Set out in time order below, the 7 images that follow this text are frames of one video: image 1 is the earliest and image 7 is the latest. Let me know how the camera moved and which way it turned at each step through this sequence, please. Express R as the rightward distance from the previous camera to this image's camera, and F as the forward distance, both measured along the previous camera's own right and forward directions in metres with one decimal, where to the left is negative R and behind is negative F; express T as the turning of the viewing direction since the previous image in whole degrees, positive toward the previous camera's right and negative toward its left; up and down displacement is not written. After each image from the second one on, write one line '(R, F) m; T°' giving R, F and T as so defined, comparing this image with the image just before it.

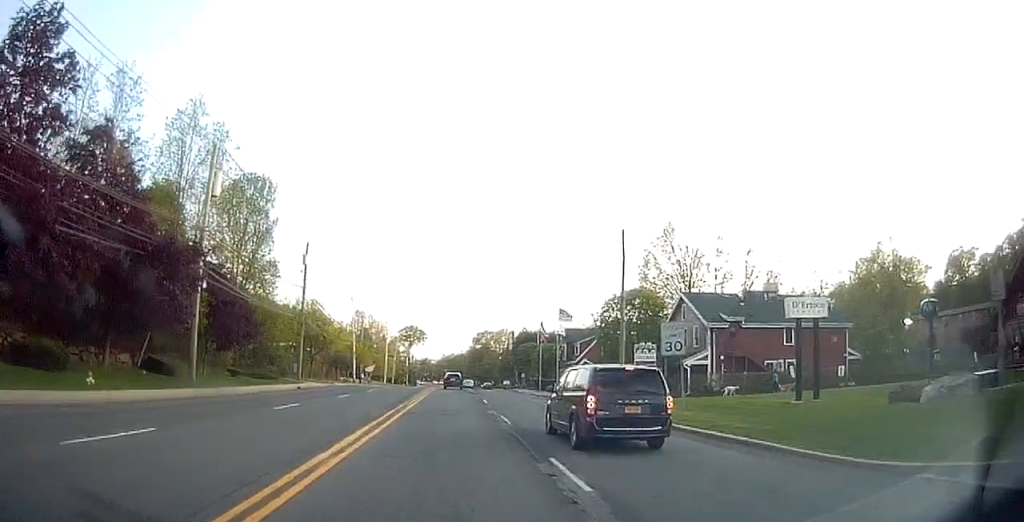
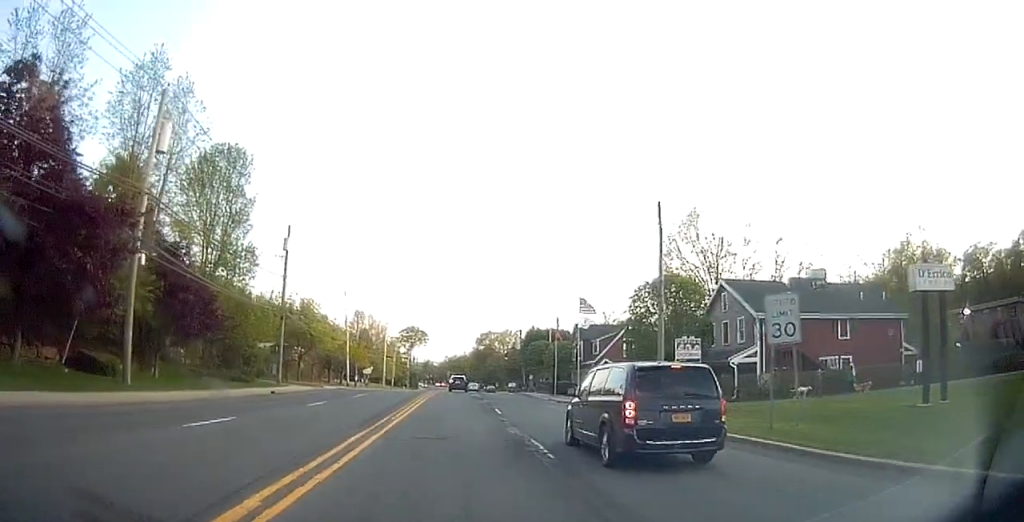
(0.0, +7.6) m; 0°
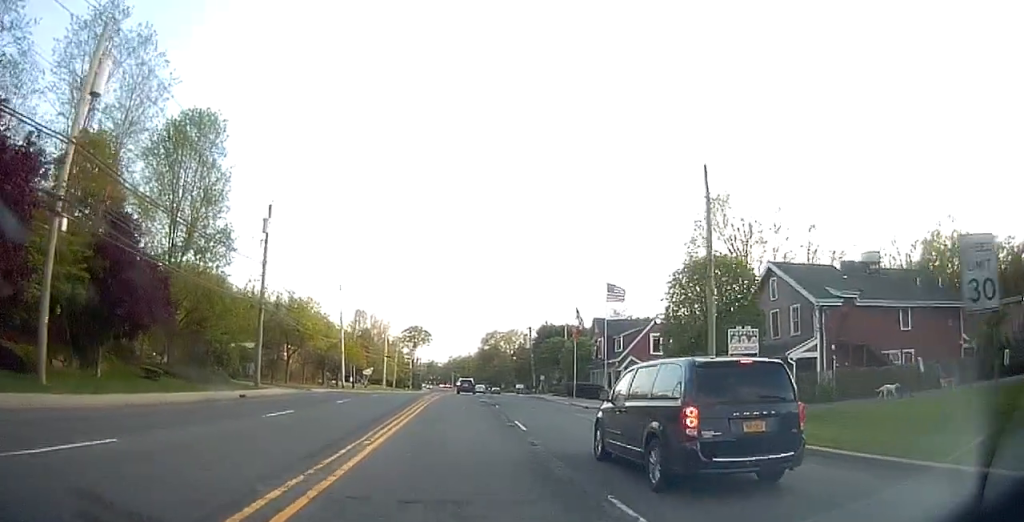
(0.0, +6.7) m; +1°
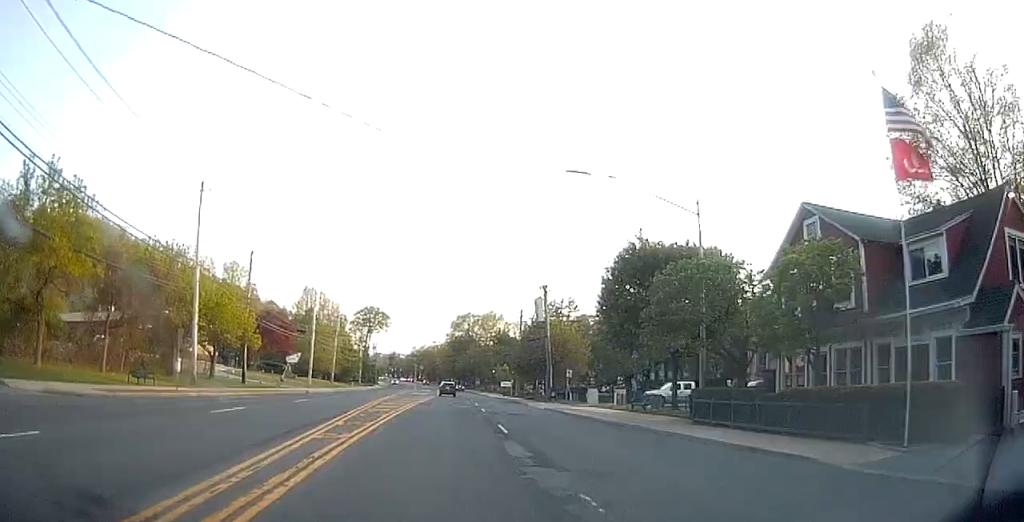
(+0.5, +38.7) m; +1°
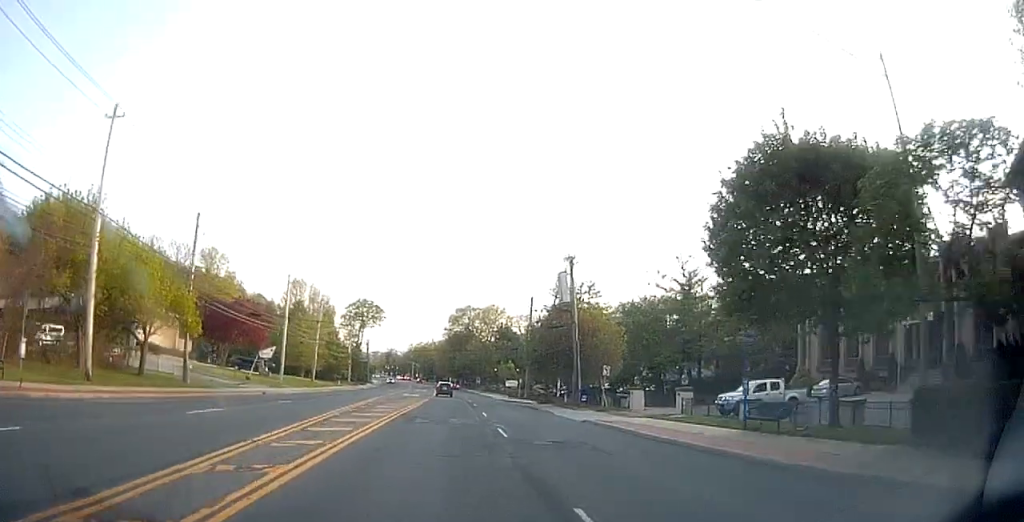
(+0.2, +12.8) m; +1°
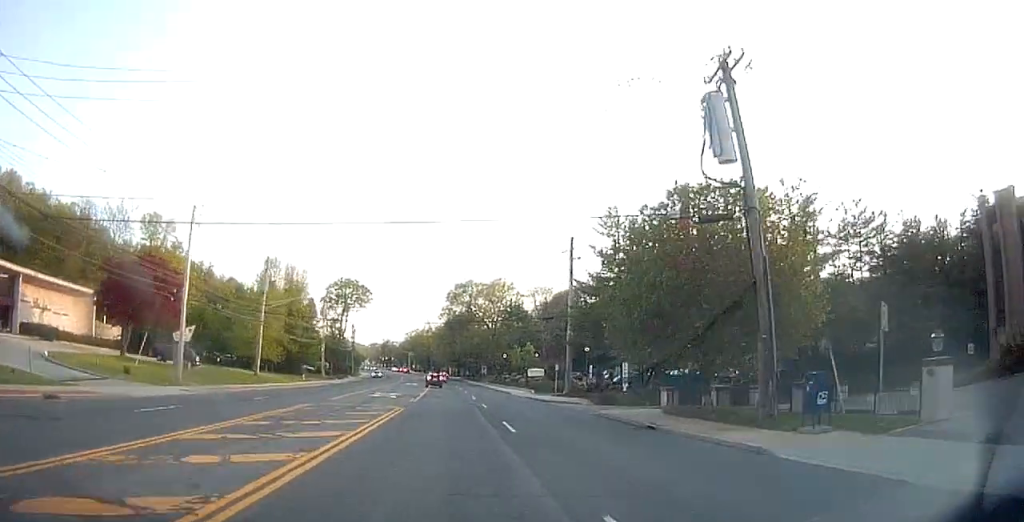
(+0.1, +25.7) m; 0°
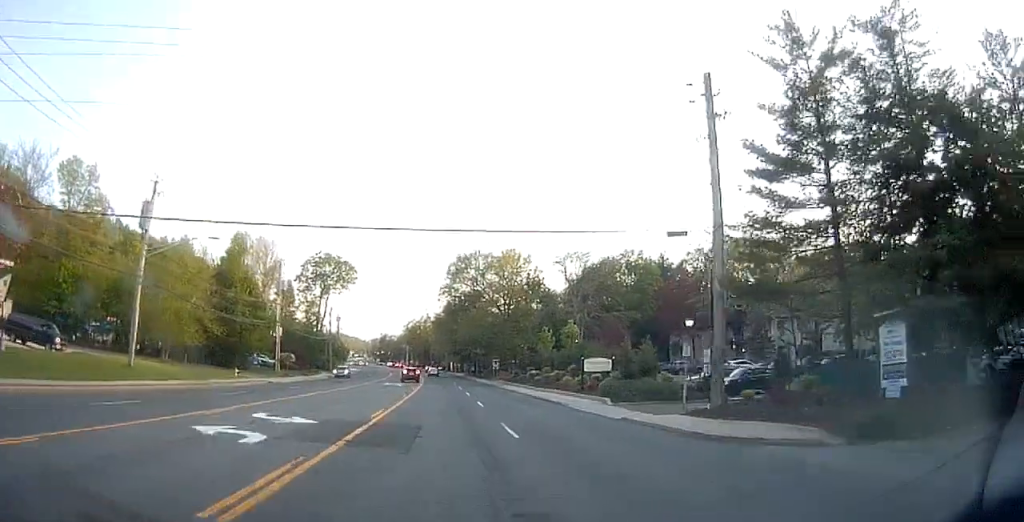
(-0.1, +26.1) m; -1°
